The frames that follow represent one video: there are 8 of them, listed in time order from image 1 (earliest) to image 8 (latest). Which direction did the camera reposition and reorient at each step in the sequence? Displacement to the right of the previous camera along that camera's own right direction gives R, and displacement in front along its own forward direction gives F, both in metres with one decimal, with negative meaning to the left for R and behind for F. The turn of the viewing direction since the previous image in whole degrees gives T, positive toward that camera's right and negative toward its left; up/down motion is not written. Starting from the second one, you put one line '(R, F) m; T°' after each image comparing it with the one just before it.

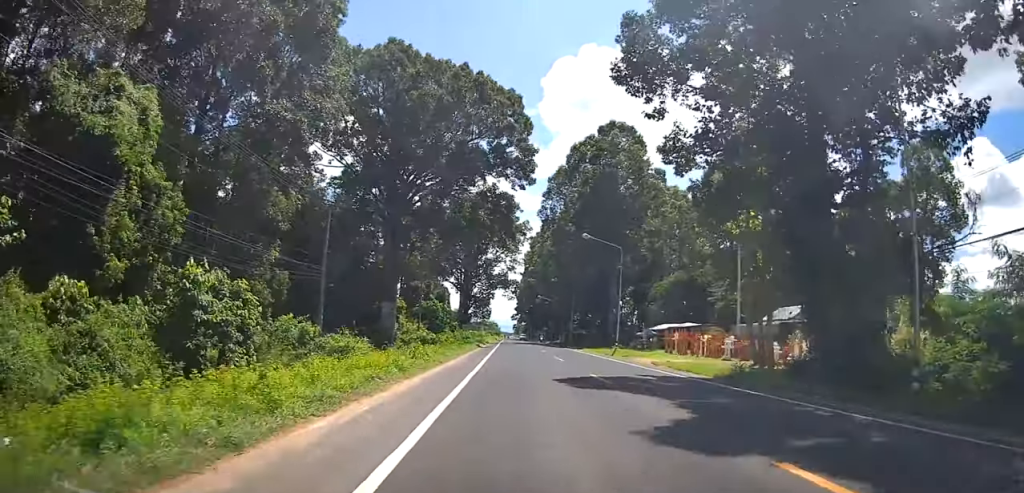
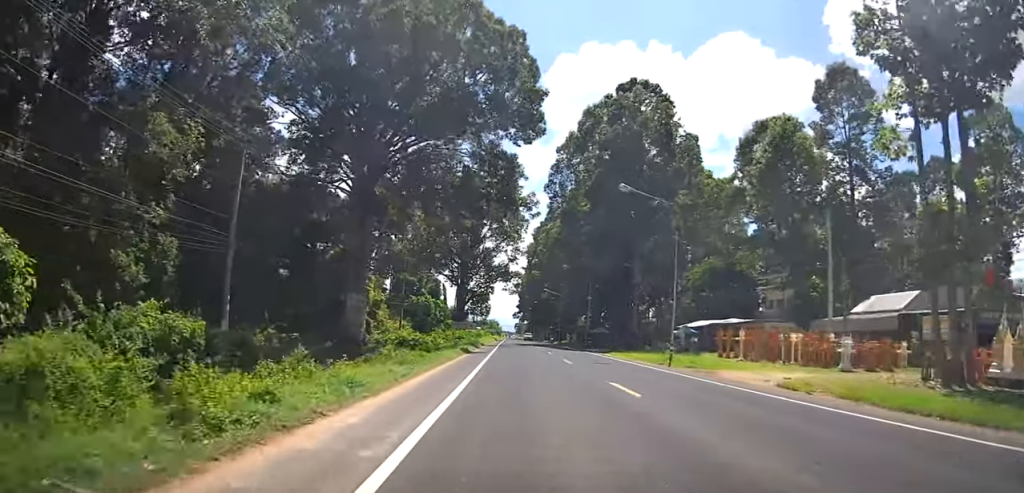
(-0.2, +15.4) m; -1°
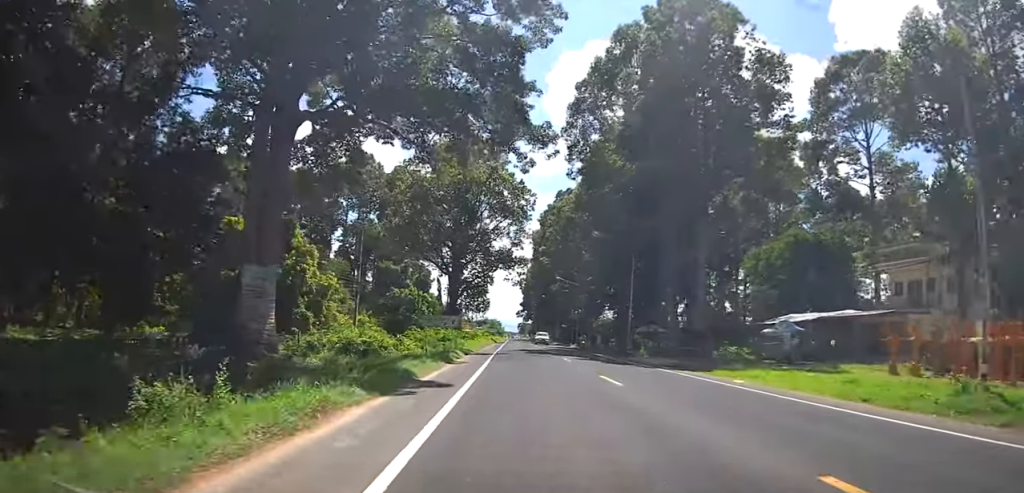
(0.0, +21.8) m; 0°
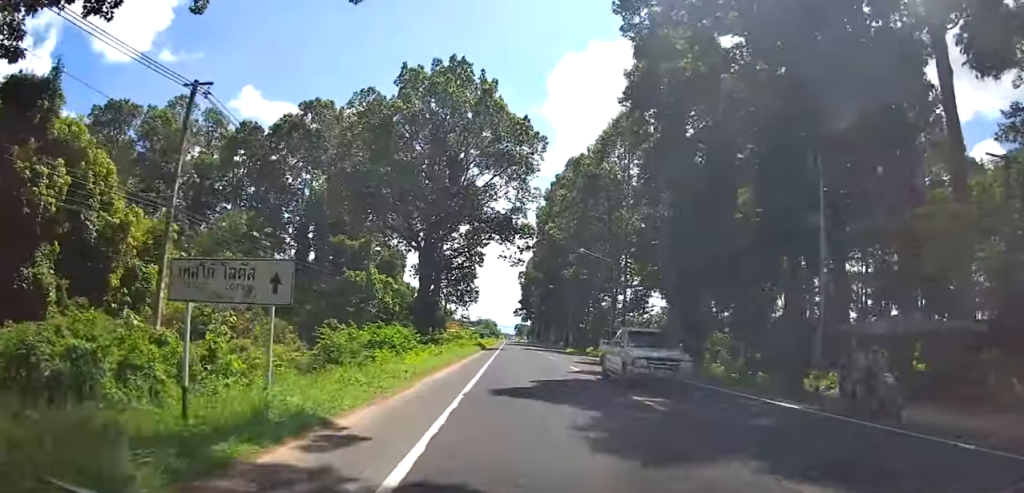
(+0.2, +28.7) m; +2°
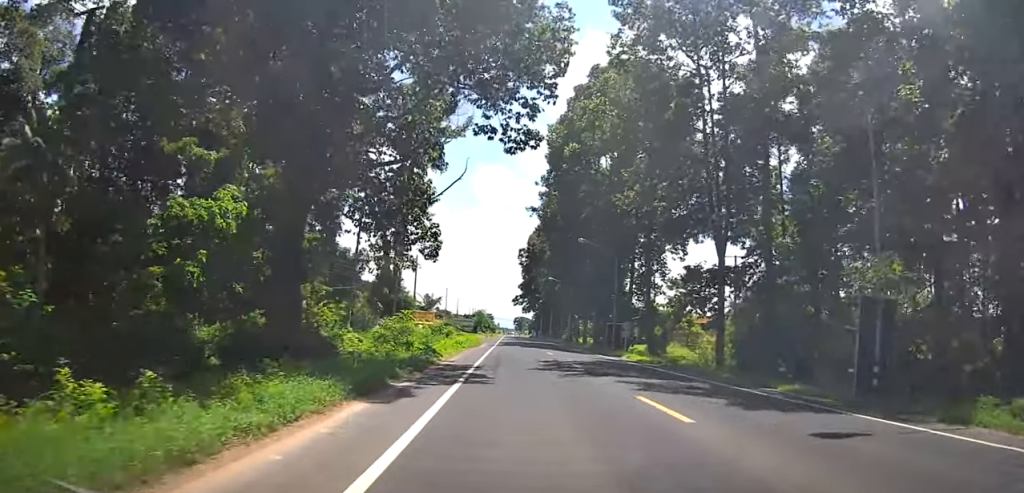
(+1.2, +38.4) m; 0°
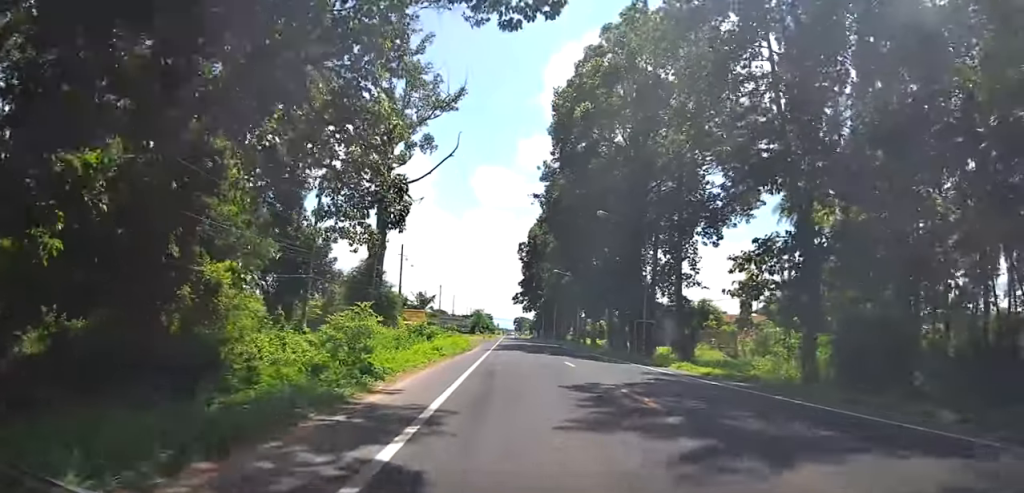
(-0.5, +10.8) m; 0°
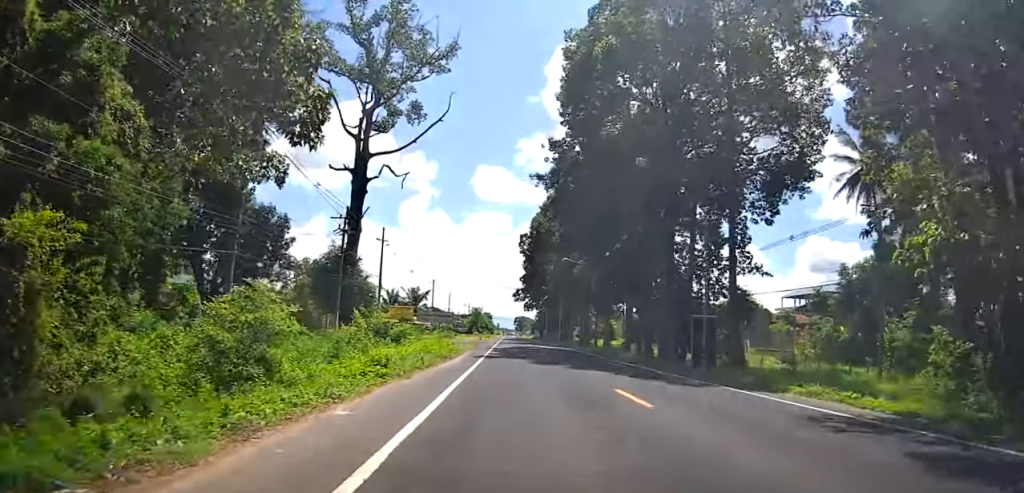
(-0.2, +11.5) m; 0°
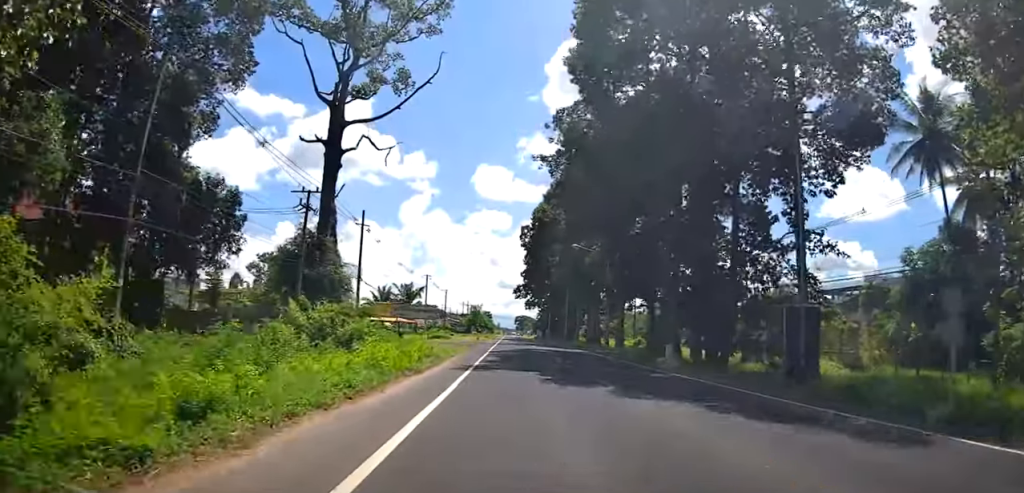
(+0.4, +8.8) m; 0°
